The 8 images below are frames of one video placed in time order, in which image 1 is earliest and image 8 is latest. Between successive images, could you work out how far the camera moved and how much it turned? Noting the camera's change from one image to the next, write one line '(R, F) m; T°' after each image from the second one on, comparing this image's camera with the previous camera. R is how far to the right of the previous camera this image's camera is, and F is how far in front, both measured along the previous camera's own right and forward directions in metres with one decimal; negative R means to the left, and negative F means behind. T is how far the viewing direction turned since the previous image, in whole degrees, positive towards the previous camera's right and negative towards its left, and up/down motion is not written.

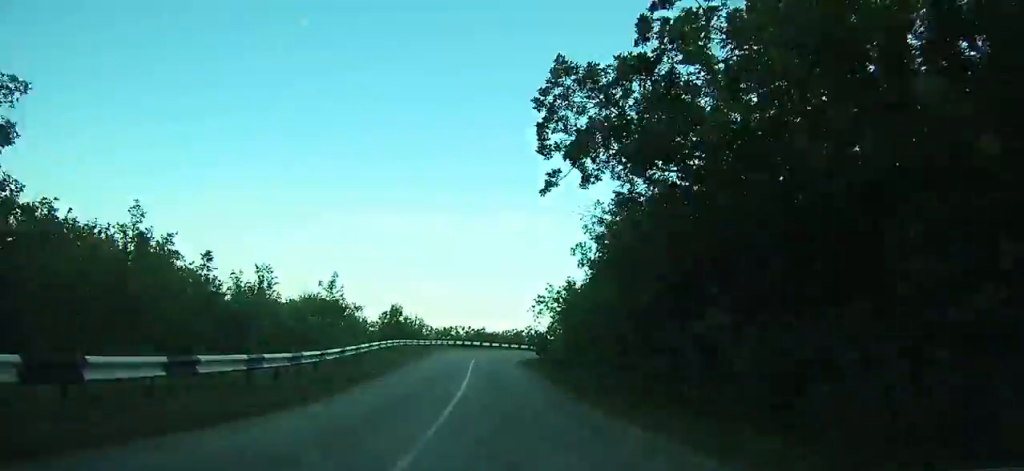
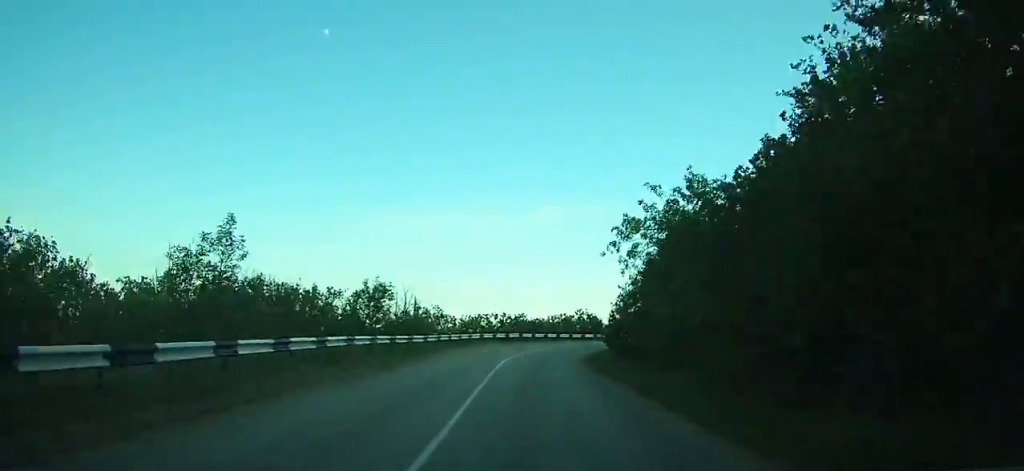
(-3.5, +19.6) m; -1°
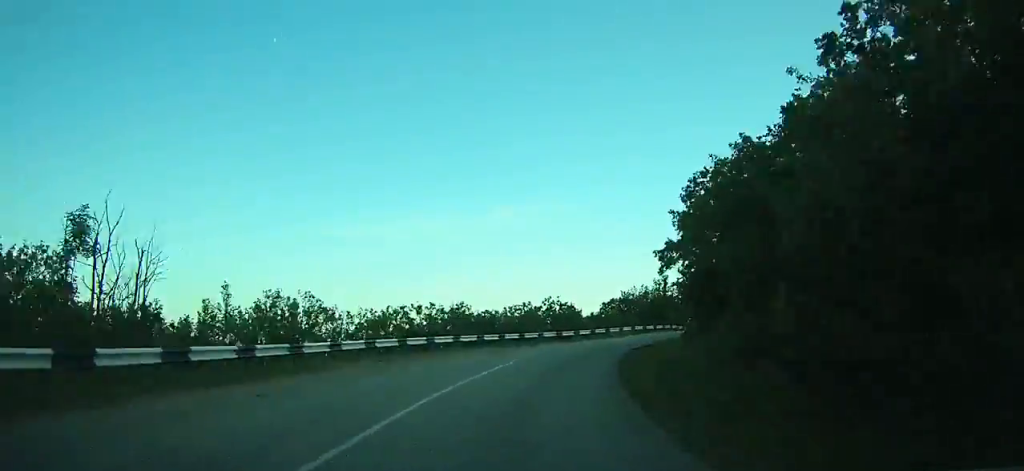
(-1.7, +23.3) m; +2°
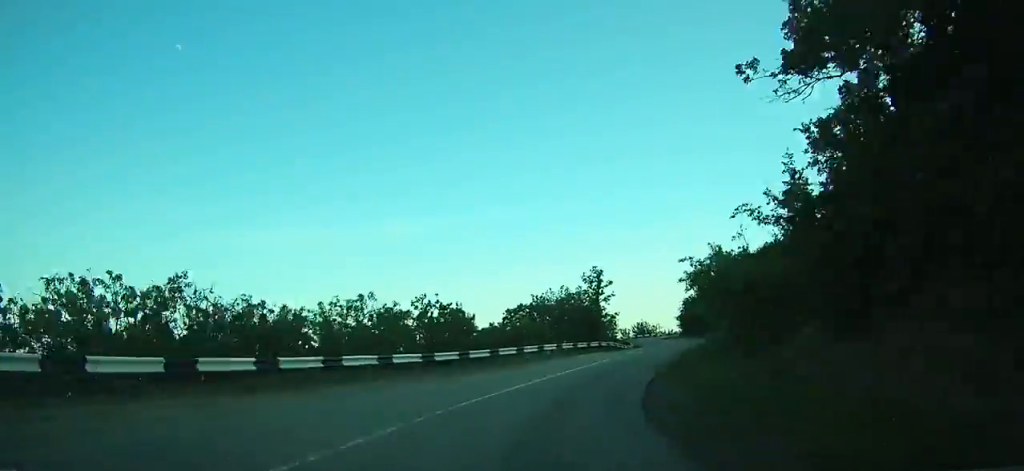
(+2.0, +22.2) m; +9°
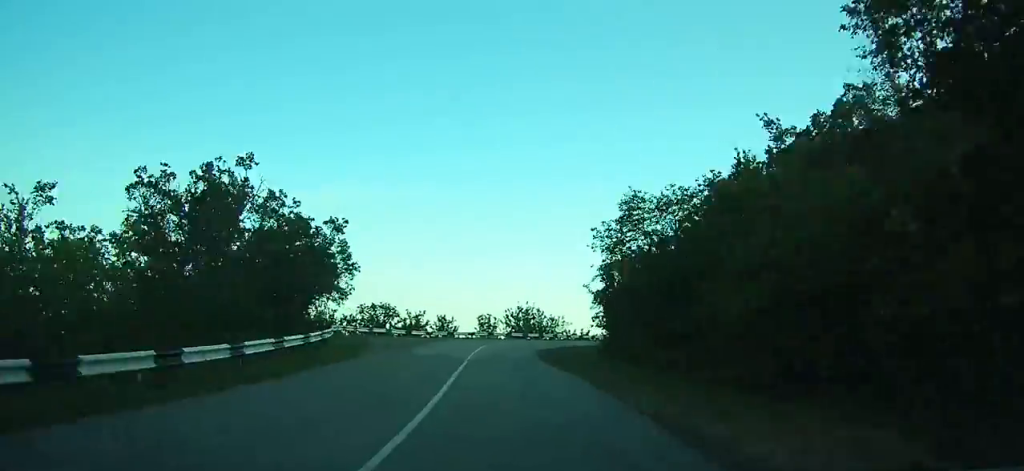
(+8.8, +70.2) m; +6°
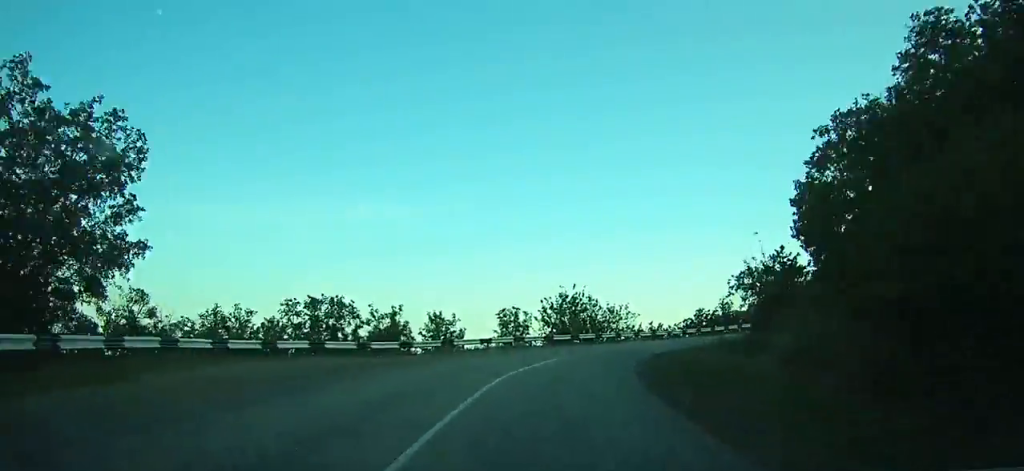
(-0.3, +24.2) m; +5°
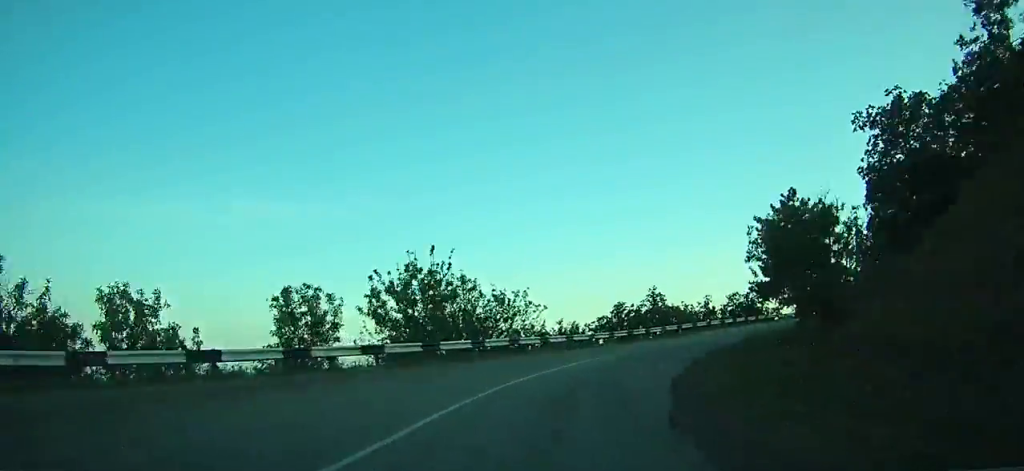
(-1.9, +20.5) m; +8°
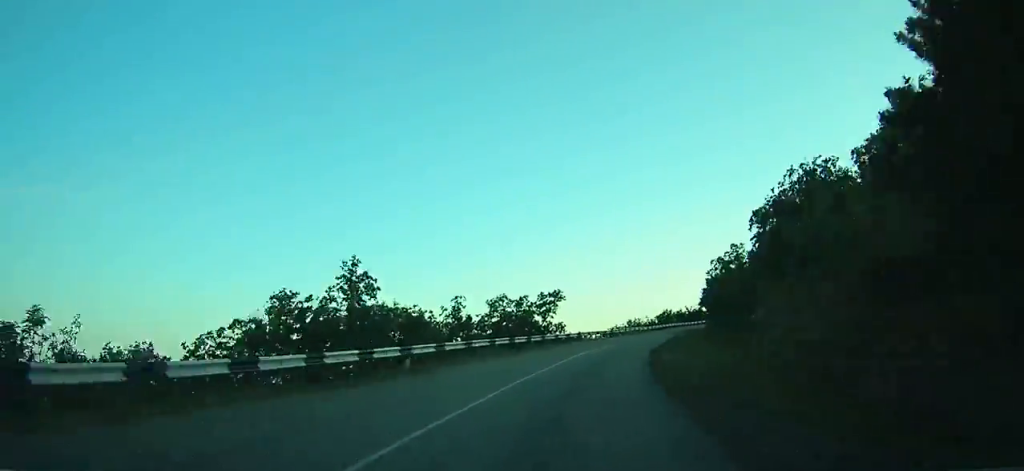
(+6.5, +28.3) m; +18°
